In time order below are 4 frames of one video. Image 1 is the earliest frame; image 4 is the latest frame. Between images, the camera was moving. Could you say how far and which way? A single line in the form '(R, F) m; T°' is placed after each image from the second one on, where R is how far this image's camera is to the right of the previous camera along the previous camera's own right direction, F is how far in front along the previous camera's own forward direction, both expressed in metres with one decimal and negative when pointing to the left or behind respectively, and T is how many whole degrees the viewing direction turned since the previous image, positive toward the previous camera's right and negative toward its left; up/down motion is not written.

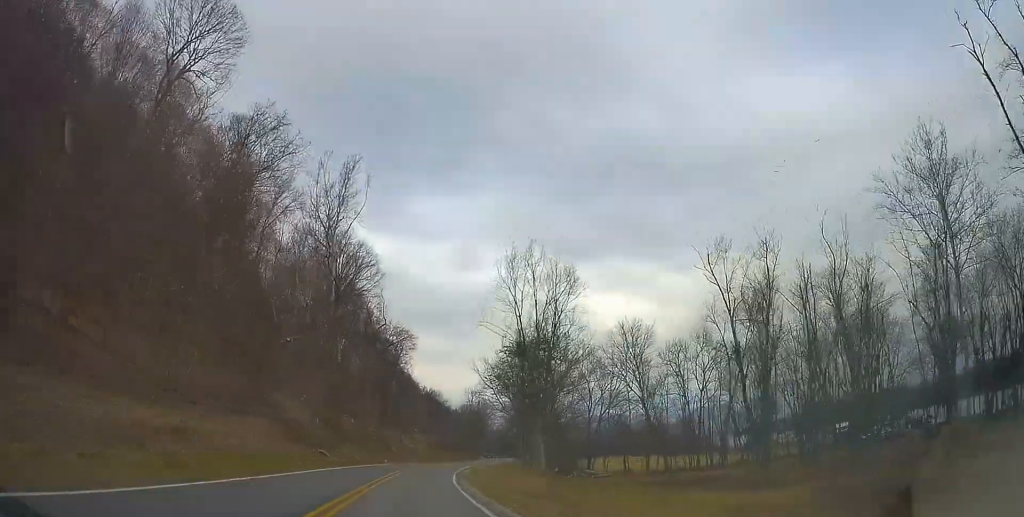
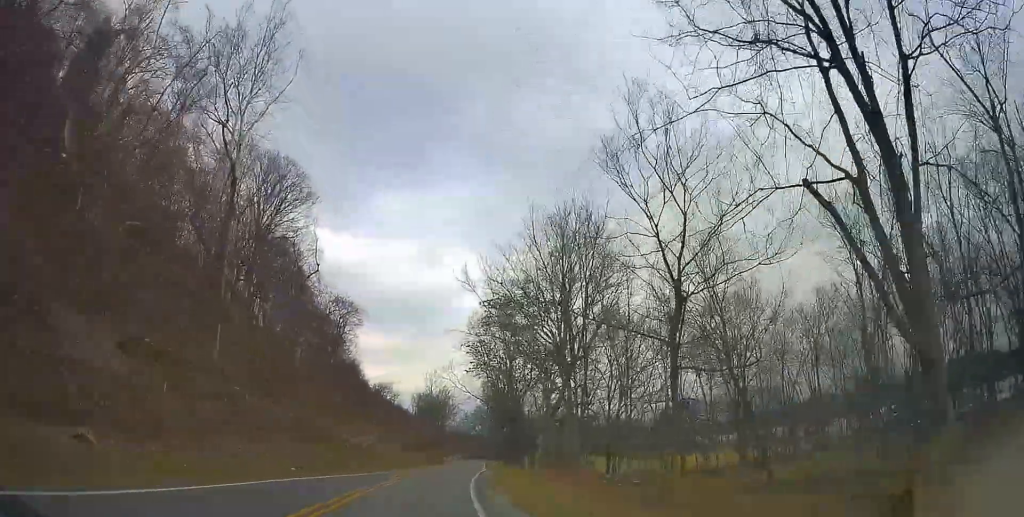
(-0.4, +33.2) m; -1°
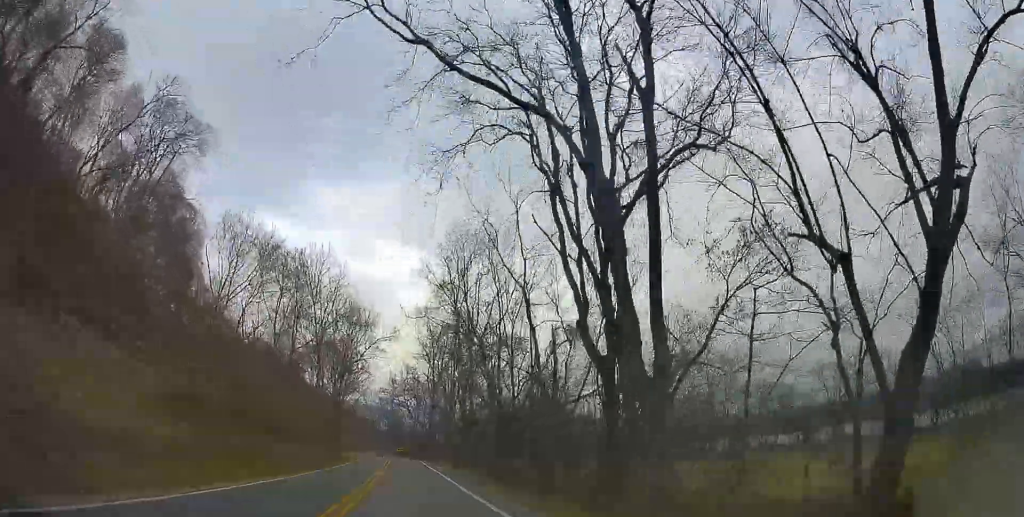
(+9.4, +71.4) m; +11°
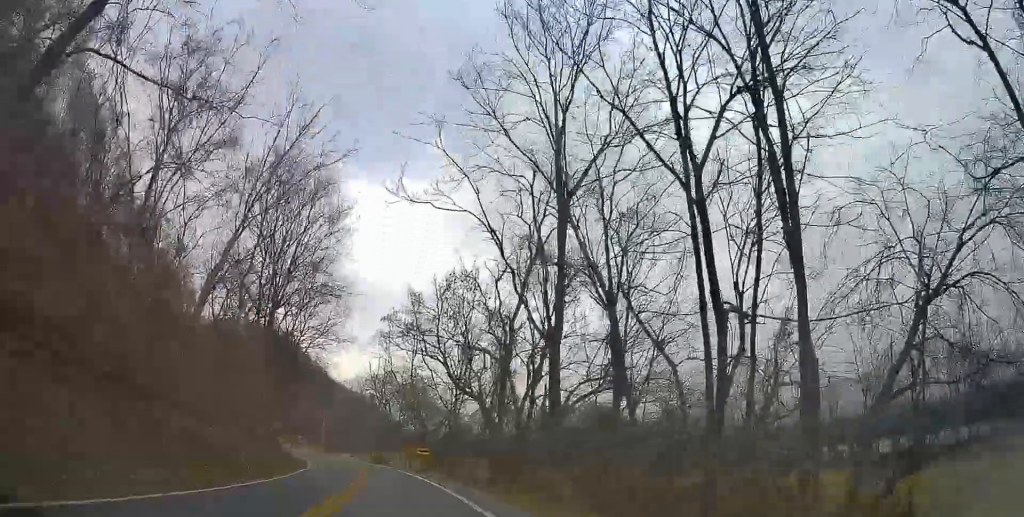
(-3.6, +65.9) m; -2°
